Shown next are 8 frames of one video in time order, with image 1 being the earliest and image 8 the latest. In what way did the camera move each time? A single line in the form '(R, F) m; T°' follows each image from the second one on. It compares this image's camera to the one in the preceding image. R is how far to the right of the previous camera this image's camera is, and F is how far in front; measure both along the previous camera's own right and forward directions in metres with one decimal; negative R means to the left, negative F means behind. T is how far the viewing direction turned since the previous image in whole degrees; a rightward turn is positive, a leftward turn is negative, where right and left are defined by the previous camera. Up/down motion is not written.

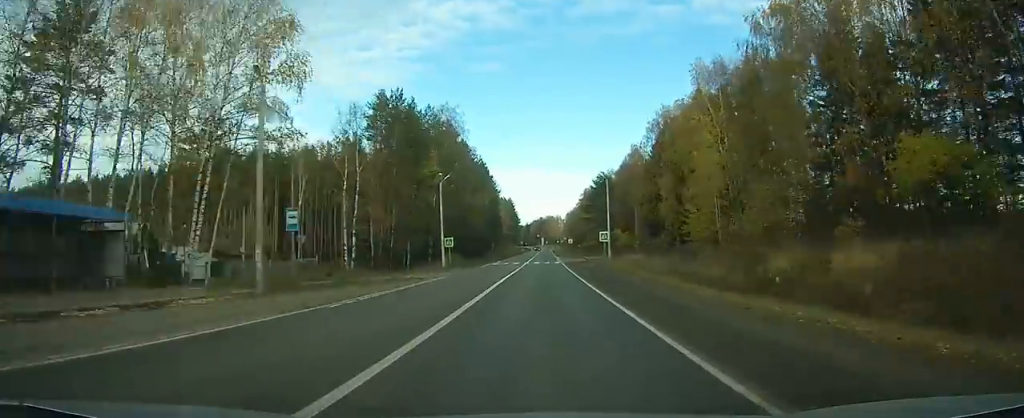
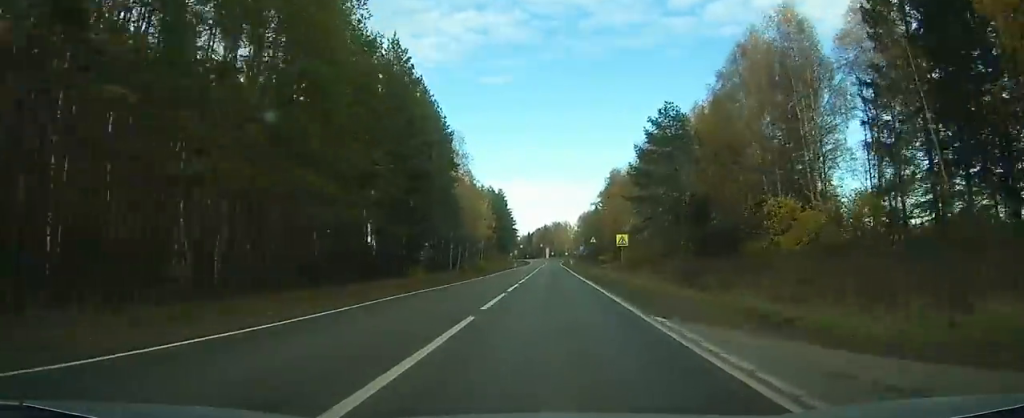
(-0.3, +86.9) m; -1°
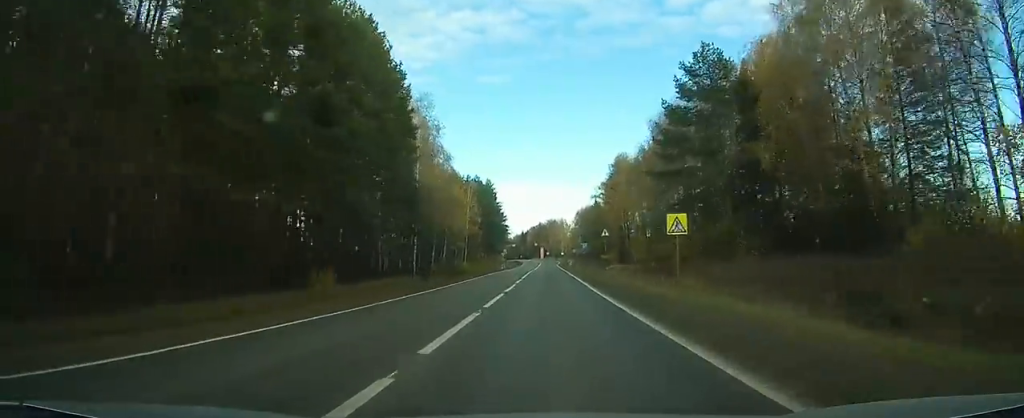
(-0.1, +23.4) m; 0°
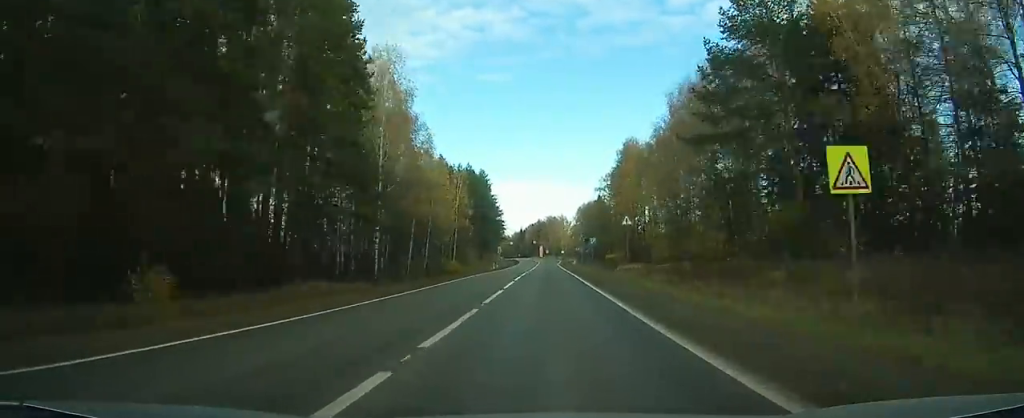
(+0.1, +16.4) m; 0°
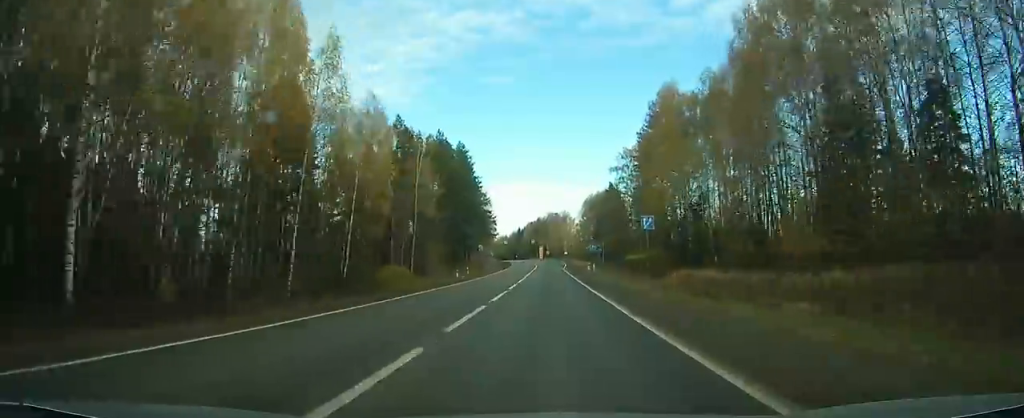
(+0.3, +36.7) m; +1°
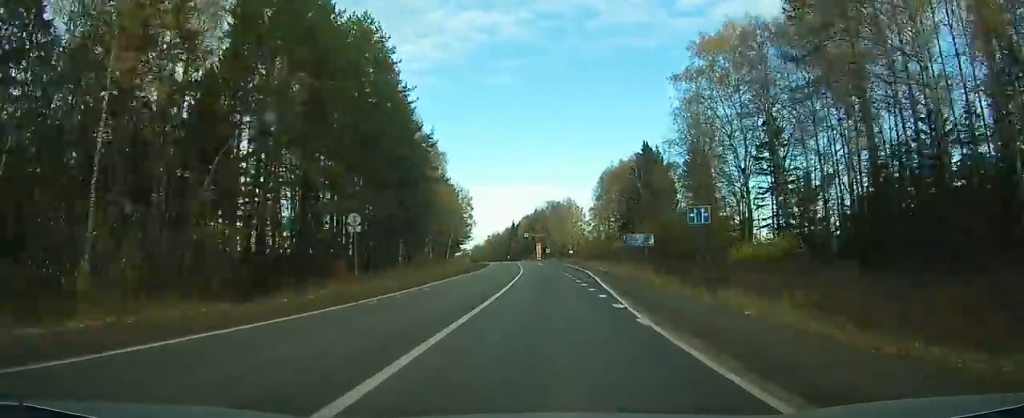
(+0.3, +57.9) m; 0°
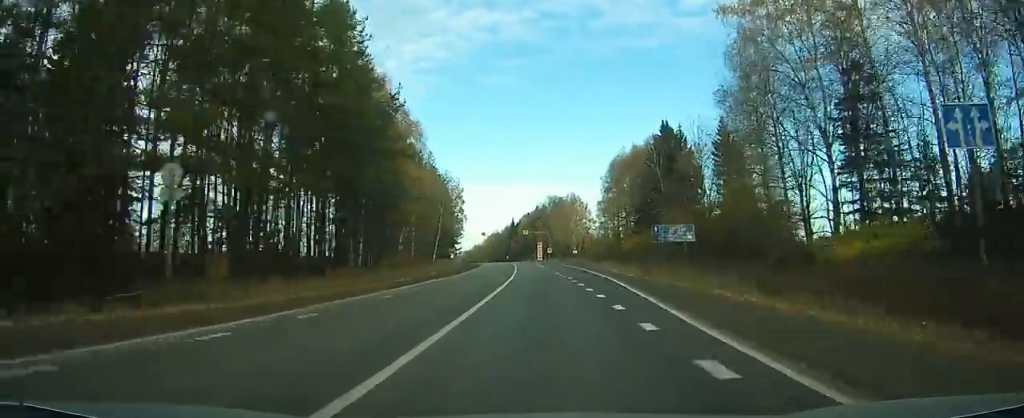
(+0.1, +16.0) m; -1°
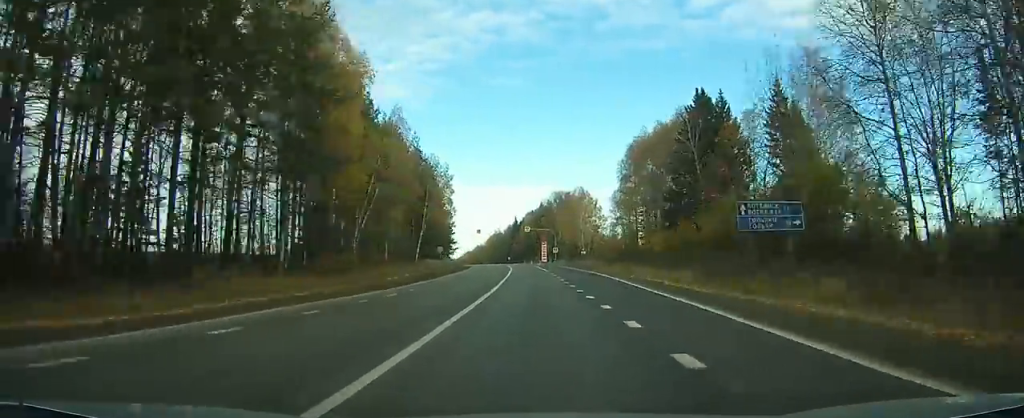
(-0.3, +18.9) m; -1°
